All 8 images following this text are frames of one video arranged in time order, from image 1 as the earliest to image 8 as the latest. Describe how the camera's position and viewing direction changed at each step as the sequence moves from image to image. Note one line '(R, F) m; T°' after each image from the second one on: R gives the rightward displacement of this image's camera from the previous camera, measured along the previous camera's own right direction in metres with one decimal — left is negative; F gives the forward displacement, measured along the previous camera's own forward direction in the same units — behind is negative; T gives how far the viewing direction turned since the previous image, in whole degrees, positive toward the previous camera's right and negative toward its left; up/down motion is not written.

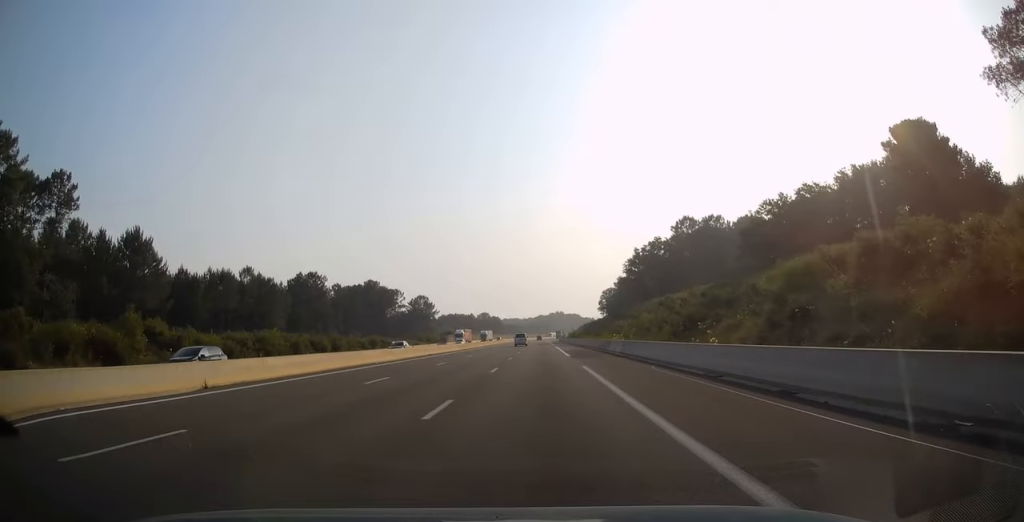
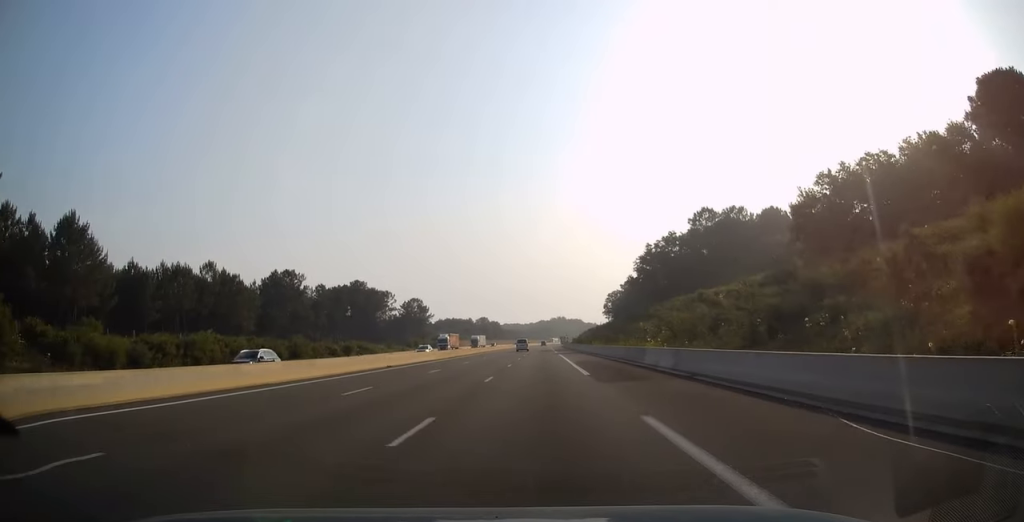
(+0.2, +15.1) m; 0°
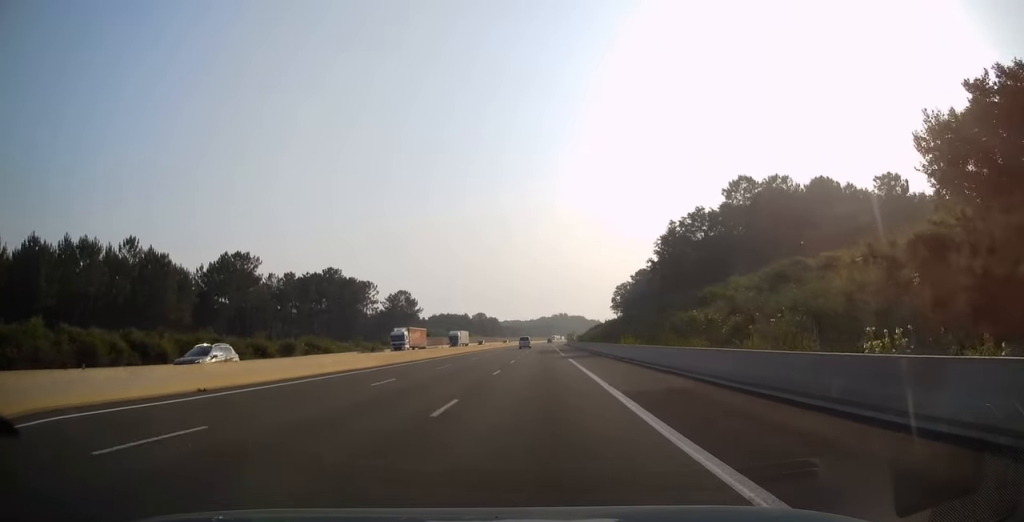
(-0.2, +23.0) m; 0°
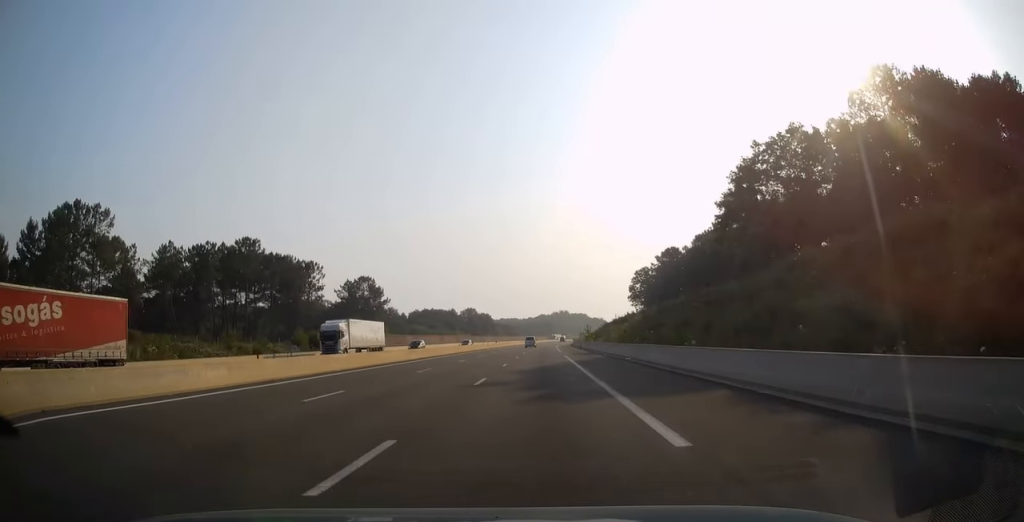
(+0.1, +44.5) m; 0°
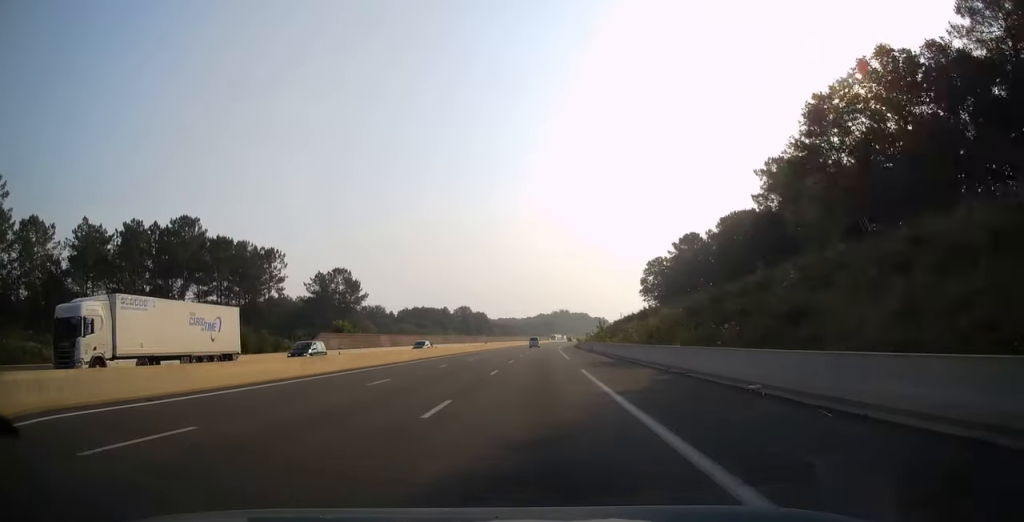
(-0.2, +20.6) m; 0°
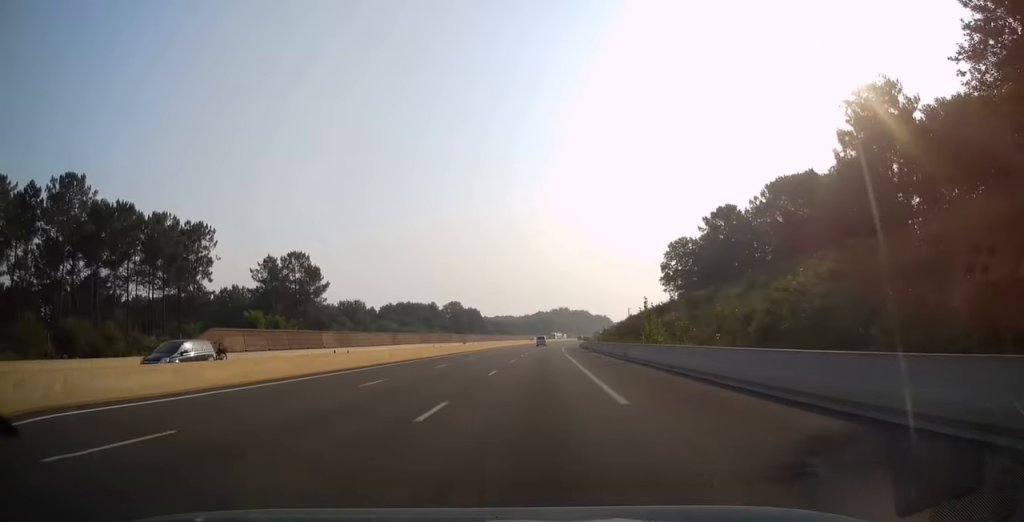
(+0.3, +26.5) m; 0°
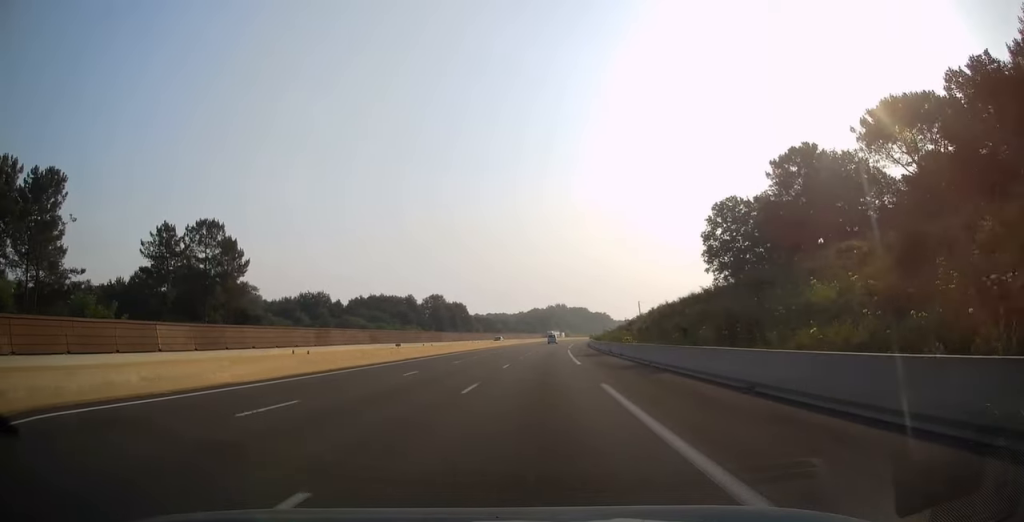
(-0.2, +33.9) m; 0°
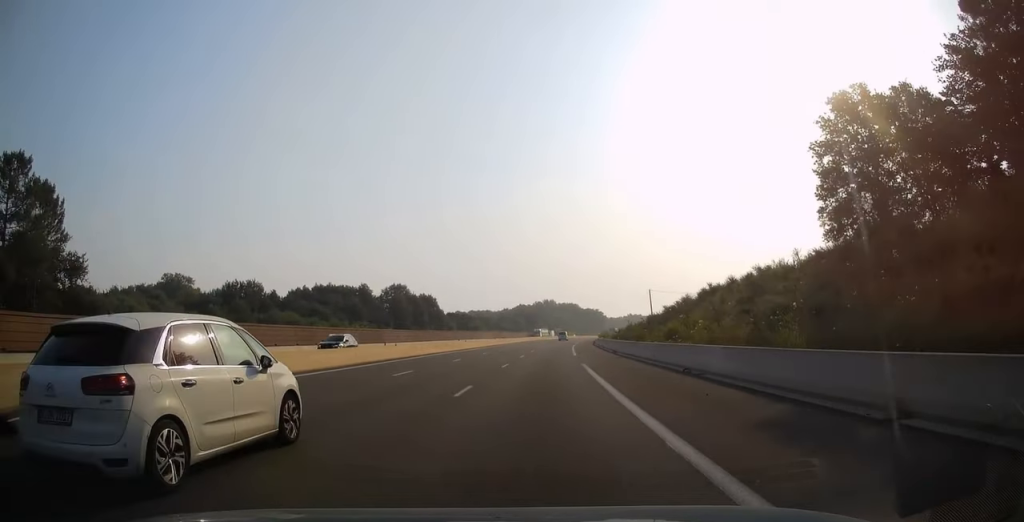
(+0.6, +40.2) m; +1°
